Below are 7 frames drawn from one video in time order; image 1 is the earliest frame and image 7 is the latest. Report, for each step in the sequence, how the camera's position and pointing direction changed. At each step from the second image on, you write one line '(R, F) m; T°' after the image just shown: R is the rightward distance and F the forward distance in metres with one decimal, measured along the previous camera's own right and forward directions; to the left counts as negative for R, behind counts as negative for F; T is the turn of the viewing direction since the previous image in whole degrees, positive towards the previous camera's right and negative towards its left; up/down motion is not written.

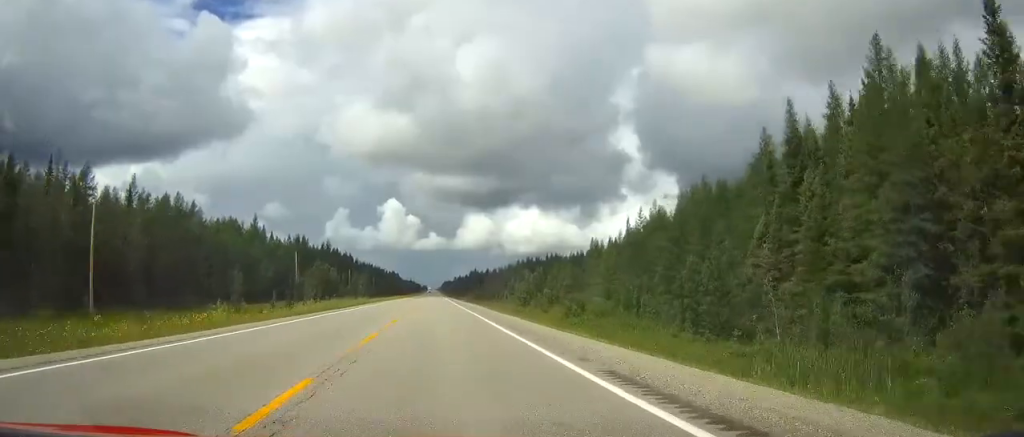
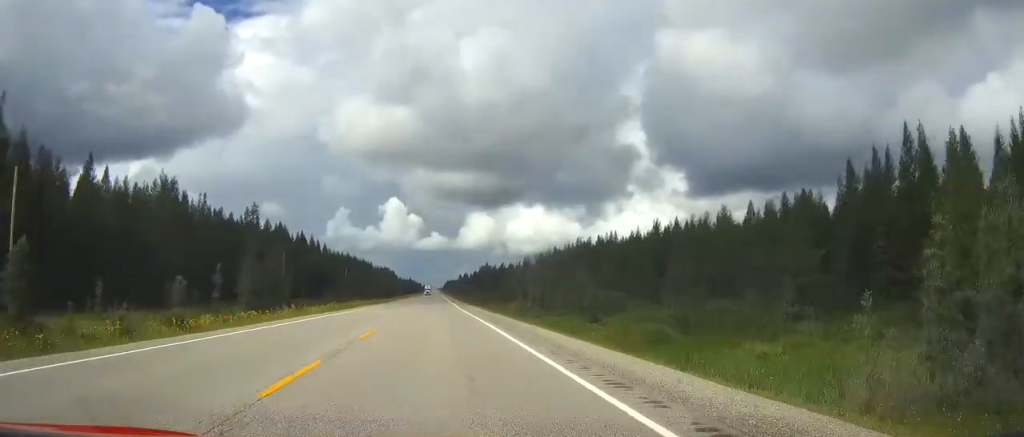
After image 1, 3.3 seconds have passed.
(-0.4, +103.1) m; 0°
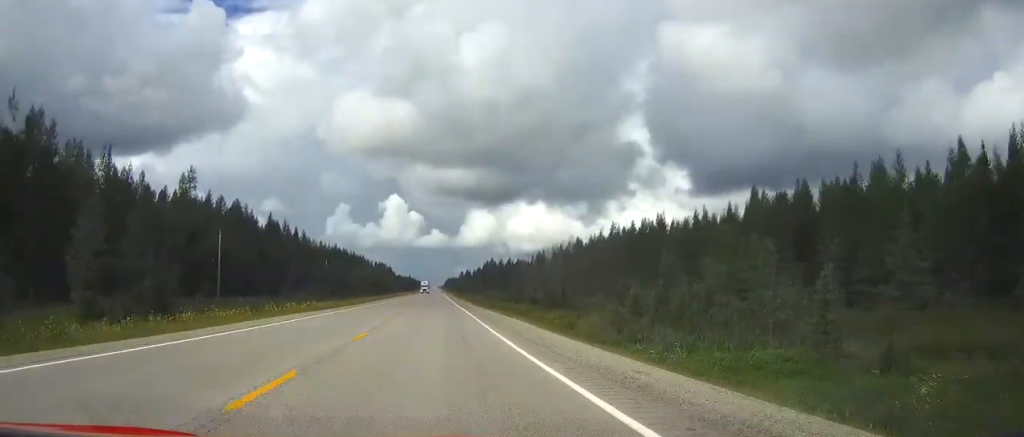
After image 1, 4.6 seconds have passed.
(0.0, +39.4) m; 0°
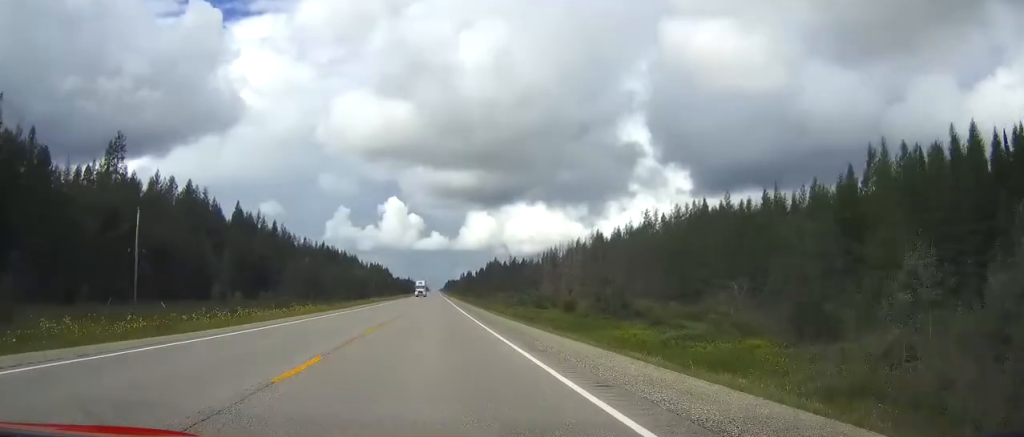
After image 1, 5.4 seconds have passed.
(+0.1, +26.9) m; 0°
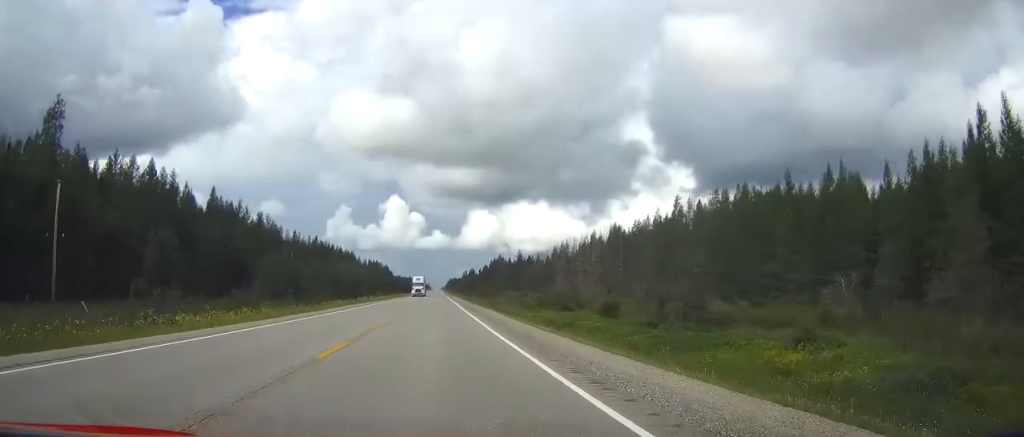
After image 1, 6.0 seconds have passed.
(0.0, +16.5) m; 0°
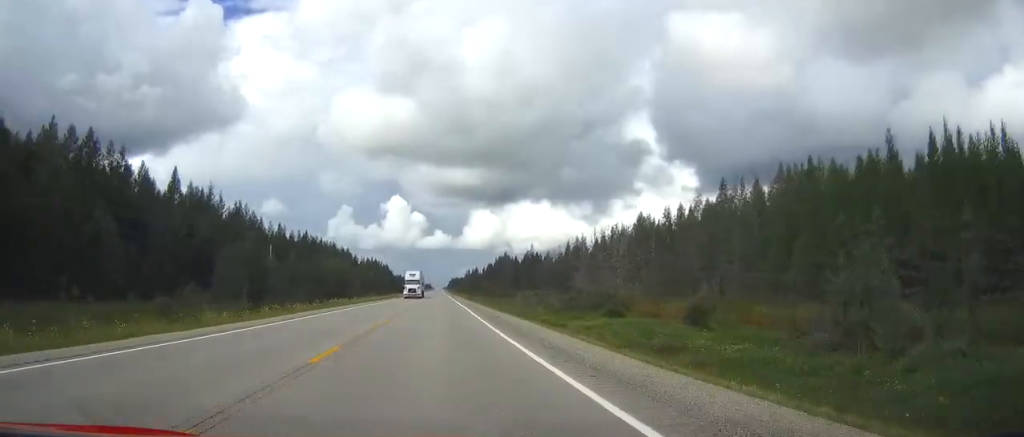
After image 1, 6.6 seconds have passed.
(0.0, +19.6) m; 0°
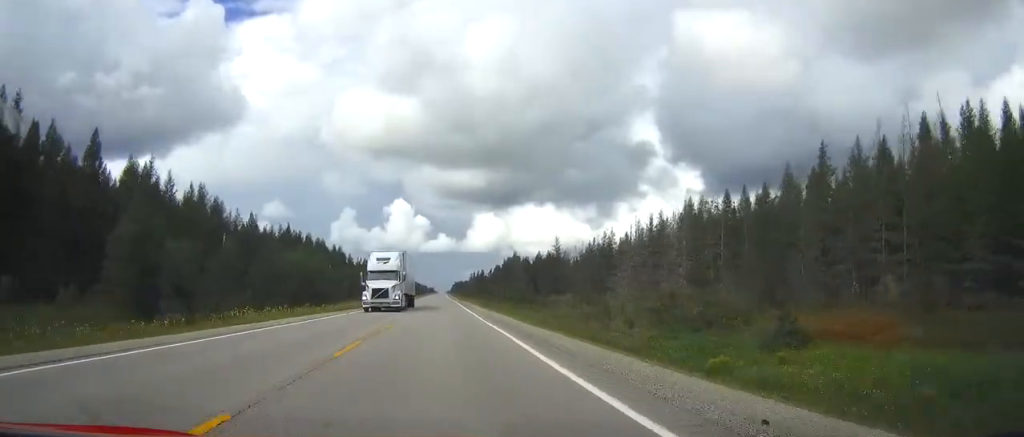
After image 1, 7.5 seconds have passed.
(-0.1, +27.8) m; -1°
